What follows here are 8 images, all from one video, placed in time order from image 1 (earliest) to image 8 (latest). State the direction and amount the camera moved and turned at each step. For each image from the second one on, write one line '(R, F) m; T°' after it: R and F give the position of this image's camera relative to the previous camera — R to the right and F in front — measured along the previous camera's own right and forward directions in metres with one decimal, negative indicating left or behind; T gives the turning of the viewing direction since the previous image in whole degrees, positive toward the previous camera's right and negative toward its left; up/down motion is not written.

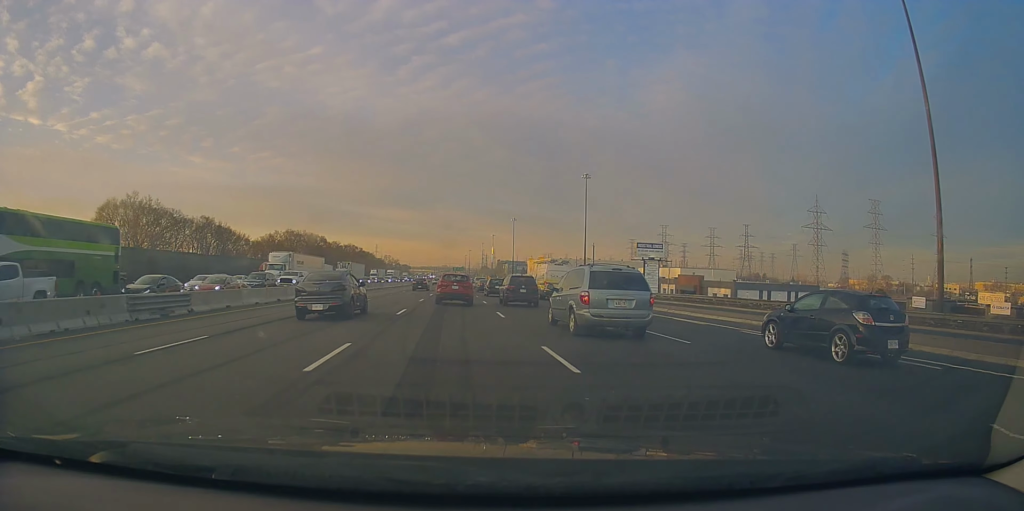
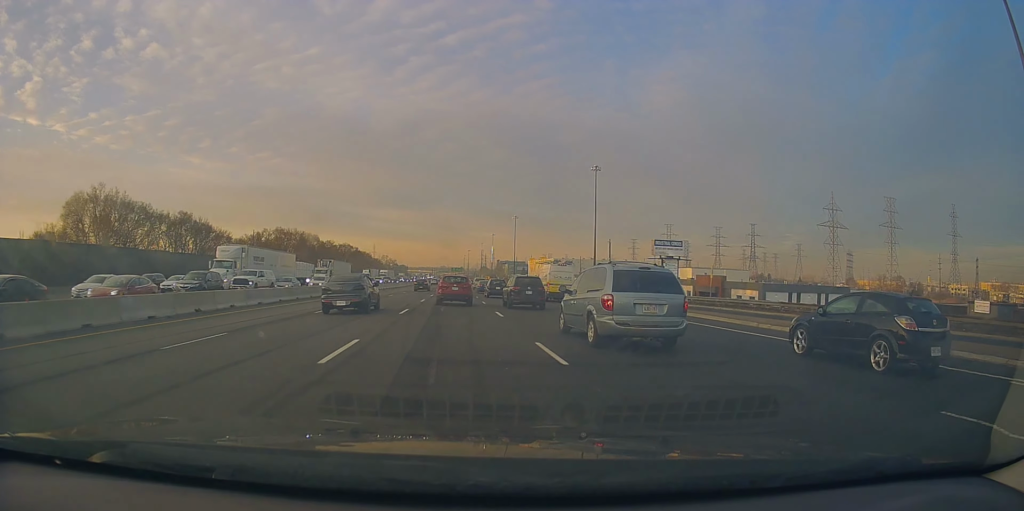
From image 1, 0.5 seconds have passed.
(-0.2, +10.6) m; -1°
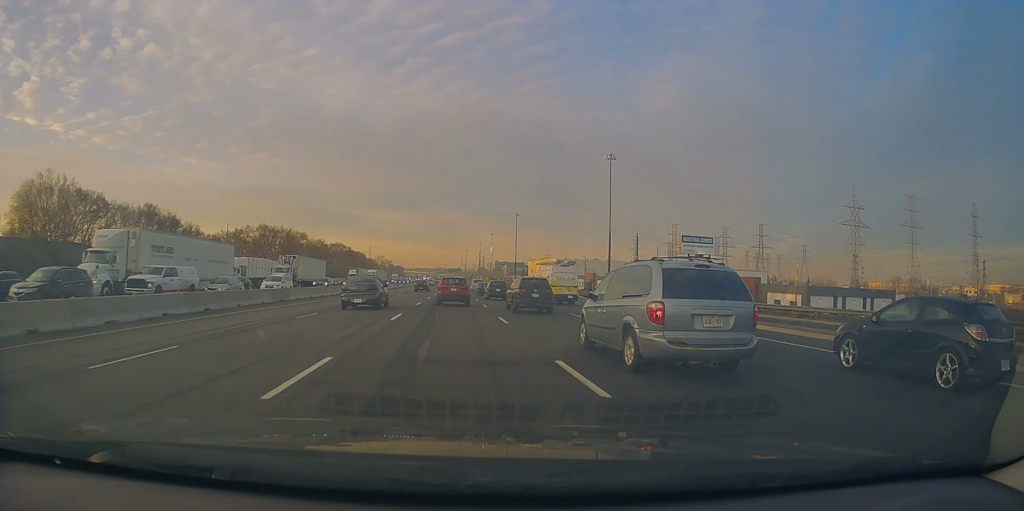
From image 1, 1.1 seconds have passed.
(0.0, +13.9) m; 0°
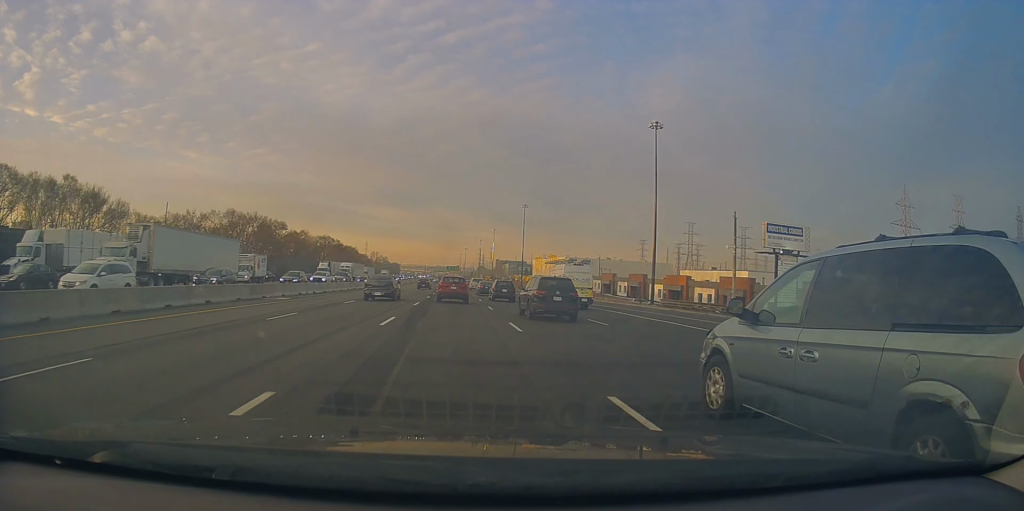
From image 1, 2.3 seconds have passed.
(+0.3, +26.1) m; +1°
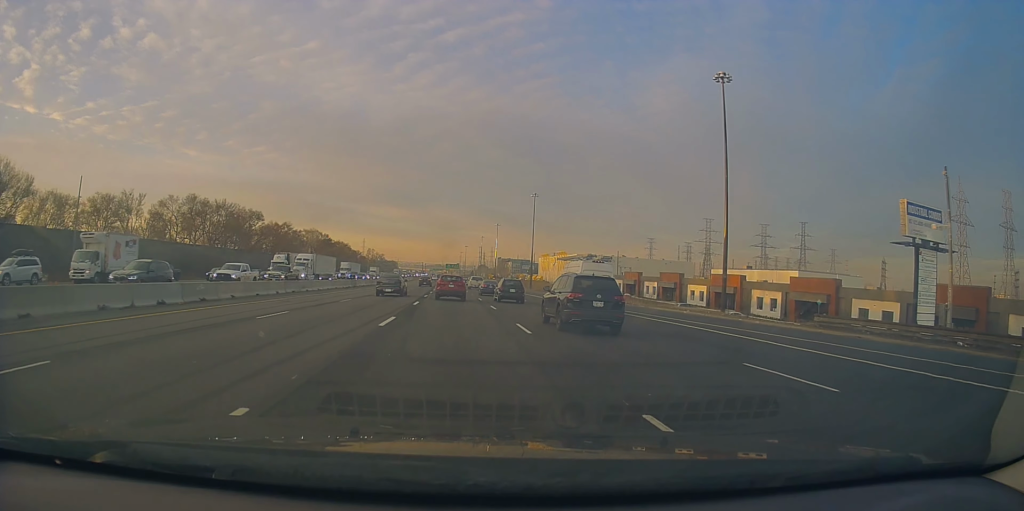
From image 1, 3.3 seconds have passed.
(-0.1, +24.3) m; 0°
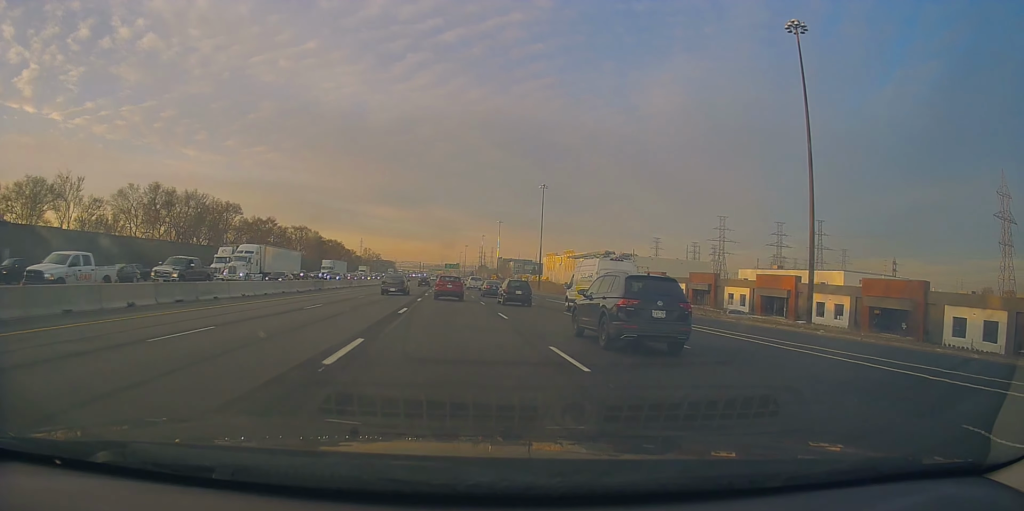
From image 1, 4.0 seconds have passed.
(-0.1, +17.5) m; 0°
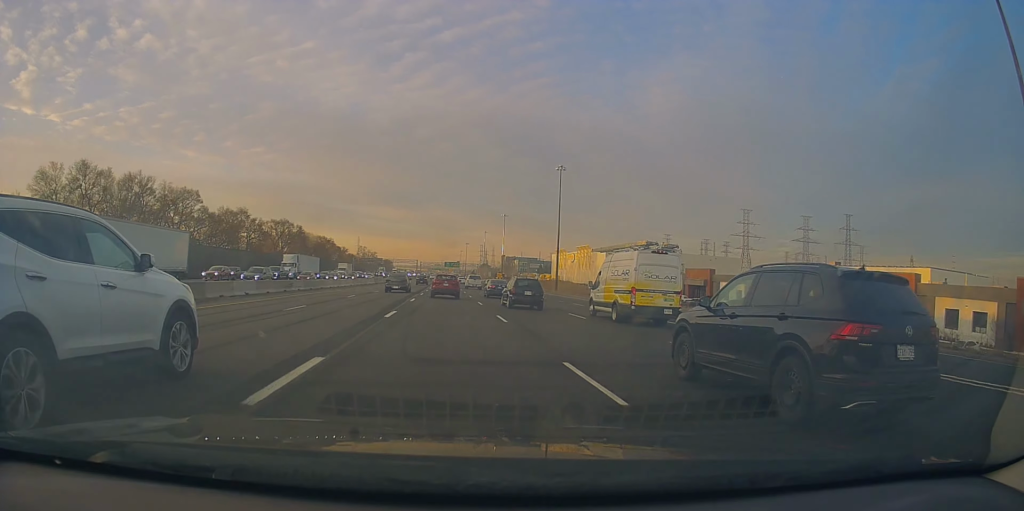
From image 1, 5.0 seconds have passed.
(+0.3, +25.7) m; +1°
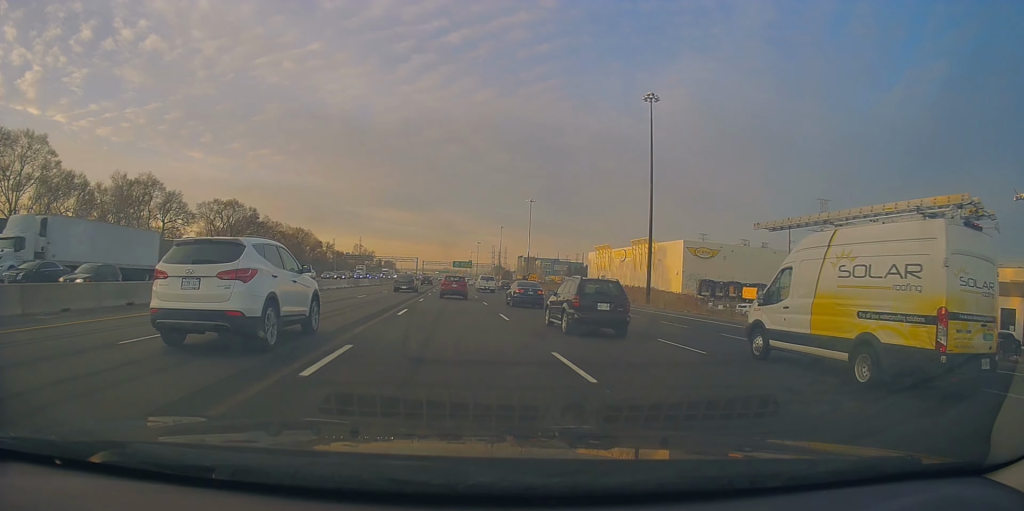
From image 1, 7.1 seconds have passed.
(-0.2, +57.2) m; -1°
